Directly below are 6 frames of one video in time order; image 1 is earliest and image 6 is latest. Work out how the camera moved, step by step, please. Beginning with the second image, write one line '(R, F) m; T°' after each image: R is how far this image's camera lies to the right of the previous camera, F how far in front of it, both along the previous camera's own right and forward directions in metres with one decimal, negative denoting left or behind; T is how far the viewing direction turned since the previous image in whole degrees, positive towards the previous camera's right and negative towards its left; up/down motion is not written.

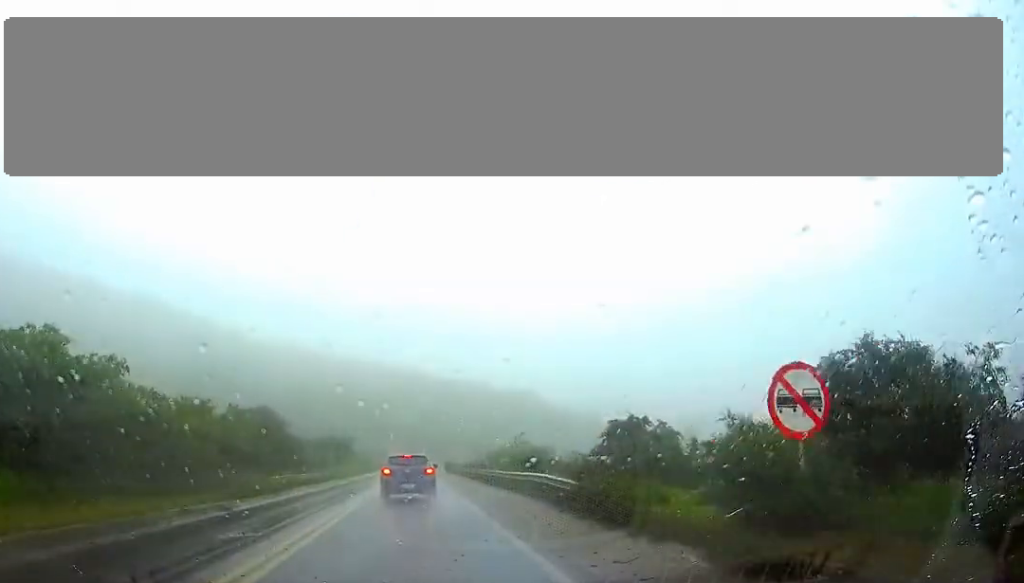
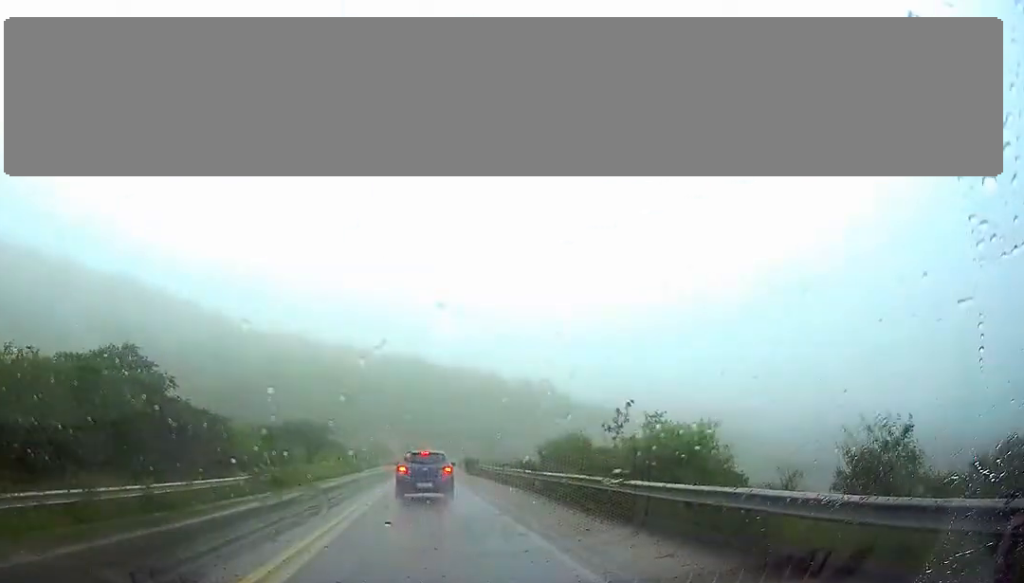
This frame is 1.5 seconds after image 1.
(-0.3, +31.8) m; -1°
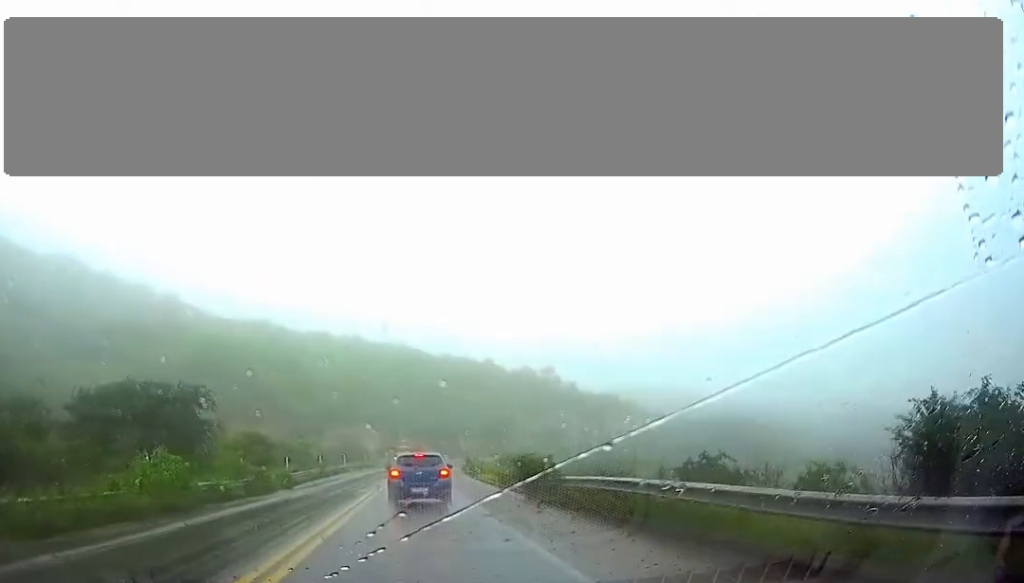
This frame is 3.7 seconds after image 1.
(+0.4, +44.0) m; +2°
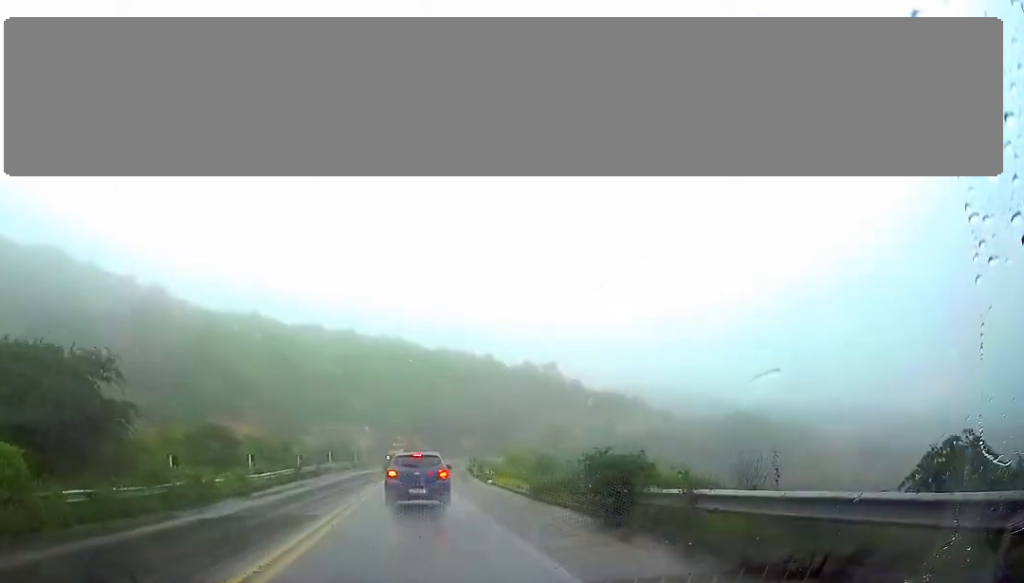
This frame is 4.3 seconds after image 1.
(+0.1, +11.7) m; 0°
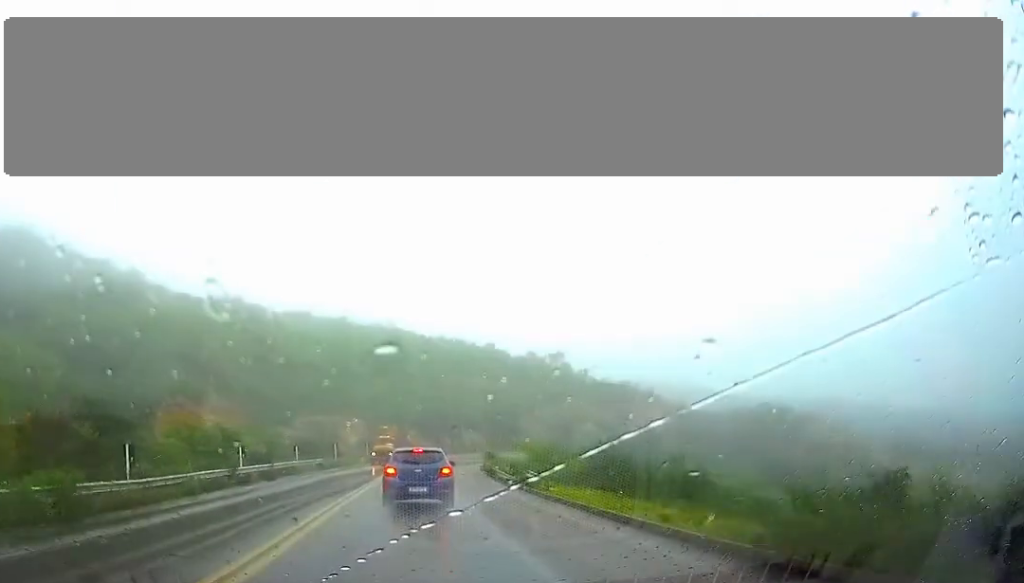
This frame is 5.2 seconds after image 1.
(+0.1, +18.7) m; 0°
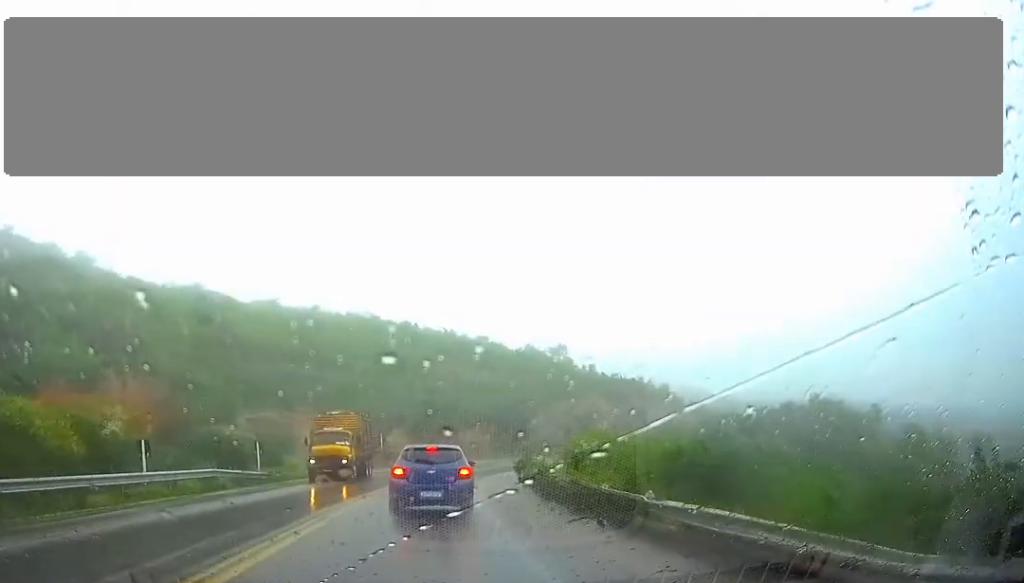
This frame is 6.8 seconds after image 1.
(+0.2, +29.9) m; +1°
